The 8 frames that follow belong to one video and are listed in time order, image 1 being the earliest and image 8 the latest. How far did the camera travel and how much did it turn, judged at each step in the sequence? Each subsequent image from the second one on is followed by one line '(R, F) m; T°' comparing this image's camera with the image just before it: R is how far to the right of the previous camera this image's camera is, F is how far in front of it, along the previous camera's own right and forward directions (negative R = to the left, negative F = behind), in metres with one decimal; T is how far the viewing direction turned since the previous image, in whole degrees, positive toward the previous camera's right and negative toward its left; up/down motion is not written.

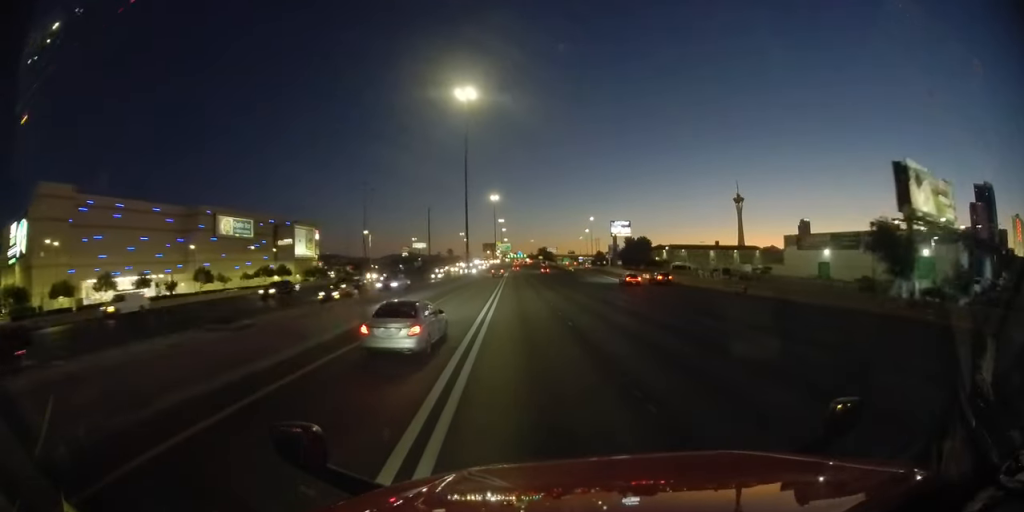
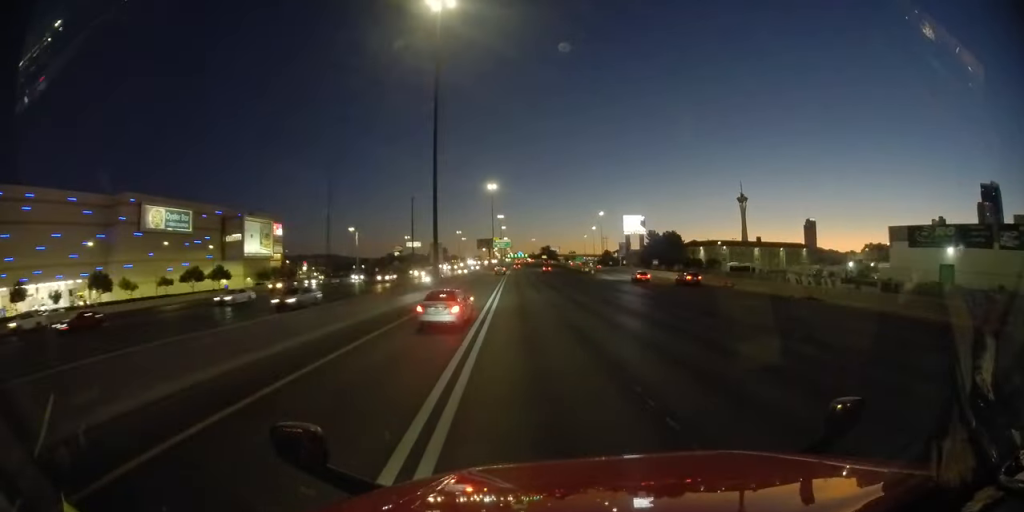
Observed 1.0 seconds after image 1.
(0.0, +28.4) m; 0°
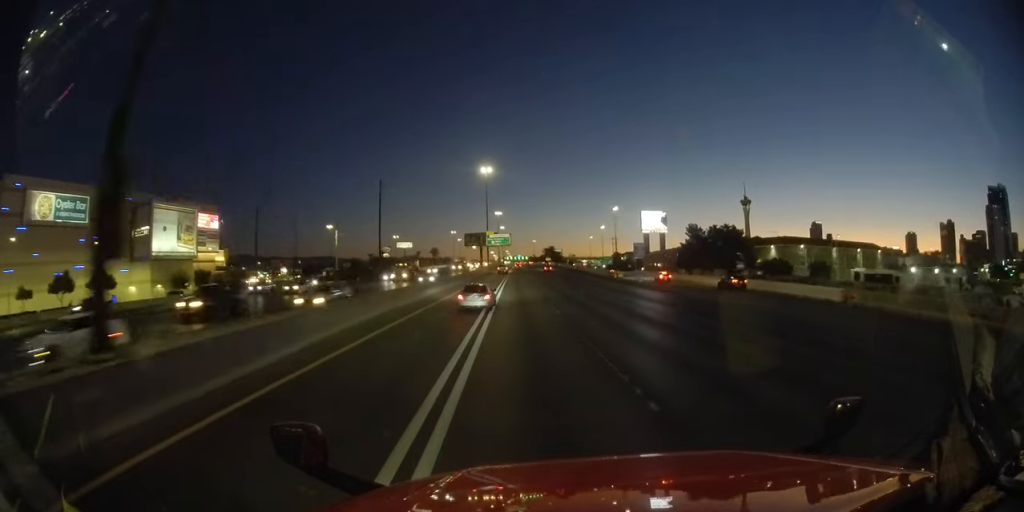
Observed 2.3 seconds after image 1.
(-0.1, +33.9) m; 0°
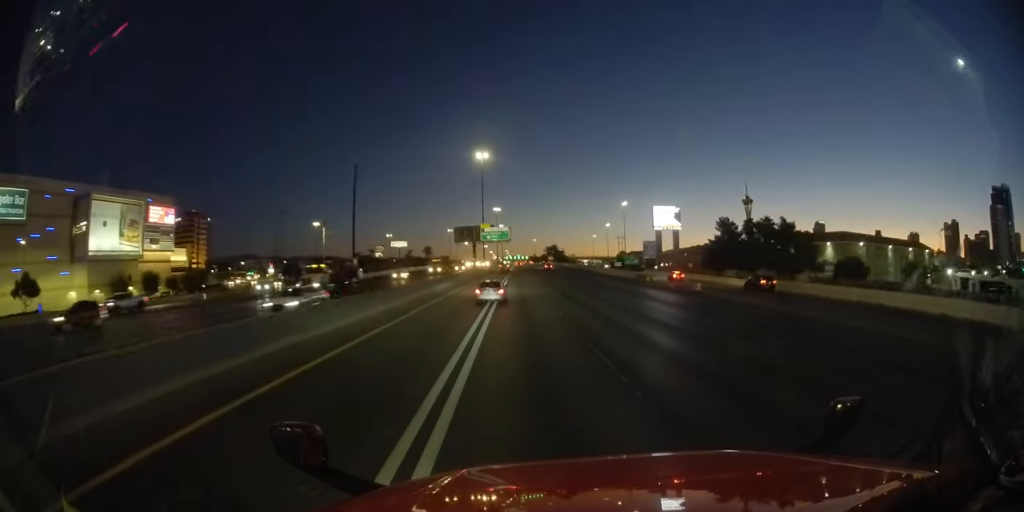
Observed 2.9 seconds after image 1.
(-0.1, +17.4) m; 0°
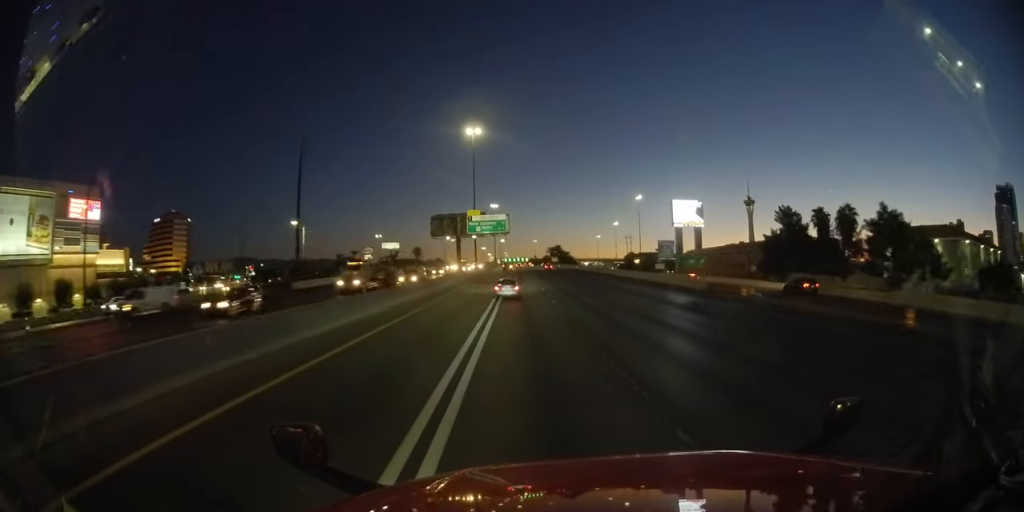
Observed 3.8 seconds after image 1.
(+0.2, +23.8) m; +1°
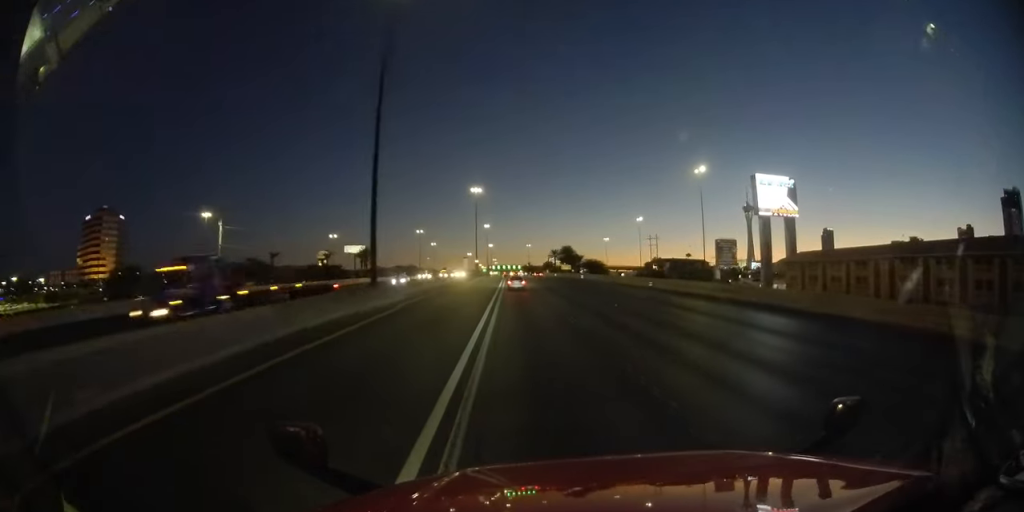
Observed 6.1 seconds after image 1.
(+1.0, +63.7) m; +2°
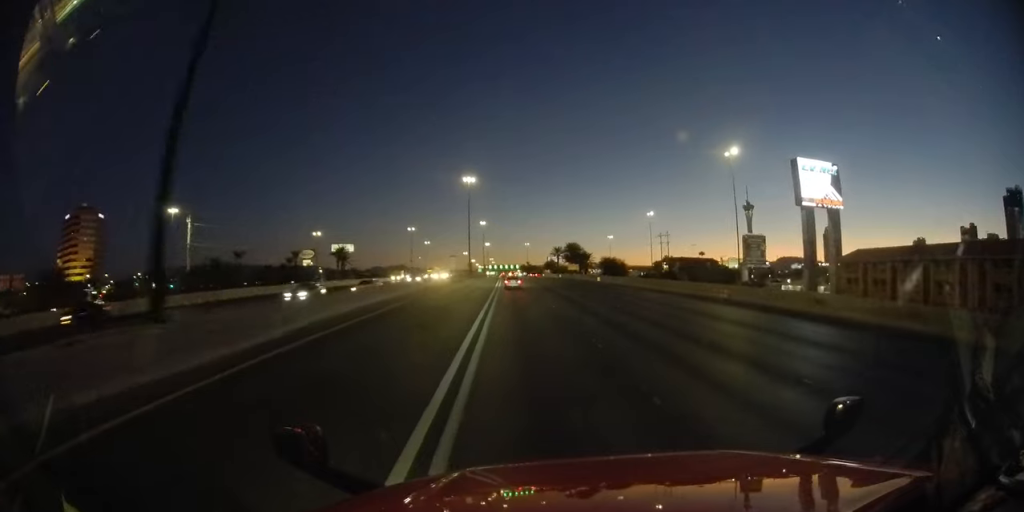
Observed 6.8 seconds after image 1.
(0.0, +18.0) m; 0°
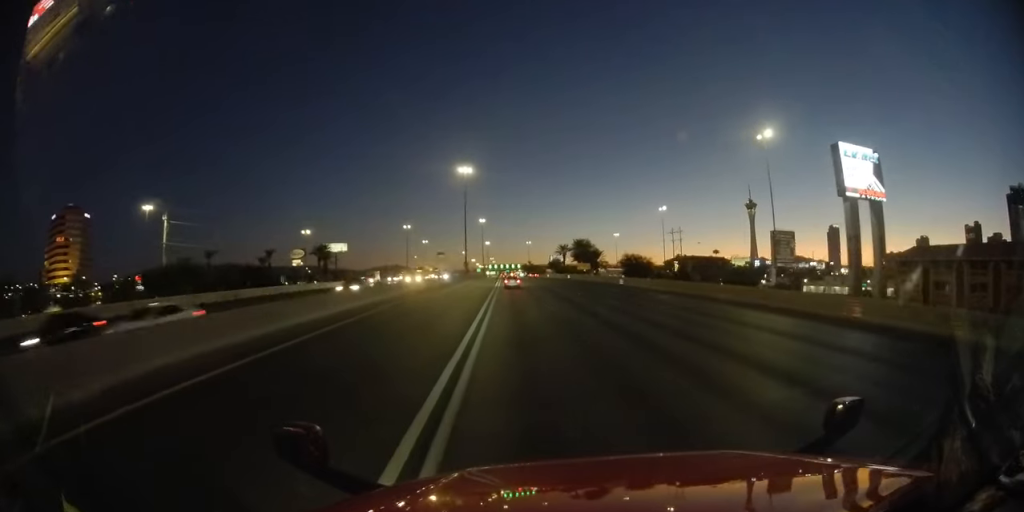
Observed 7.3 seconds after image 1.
(0.0, +13.5) m; 0°
